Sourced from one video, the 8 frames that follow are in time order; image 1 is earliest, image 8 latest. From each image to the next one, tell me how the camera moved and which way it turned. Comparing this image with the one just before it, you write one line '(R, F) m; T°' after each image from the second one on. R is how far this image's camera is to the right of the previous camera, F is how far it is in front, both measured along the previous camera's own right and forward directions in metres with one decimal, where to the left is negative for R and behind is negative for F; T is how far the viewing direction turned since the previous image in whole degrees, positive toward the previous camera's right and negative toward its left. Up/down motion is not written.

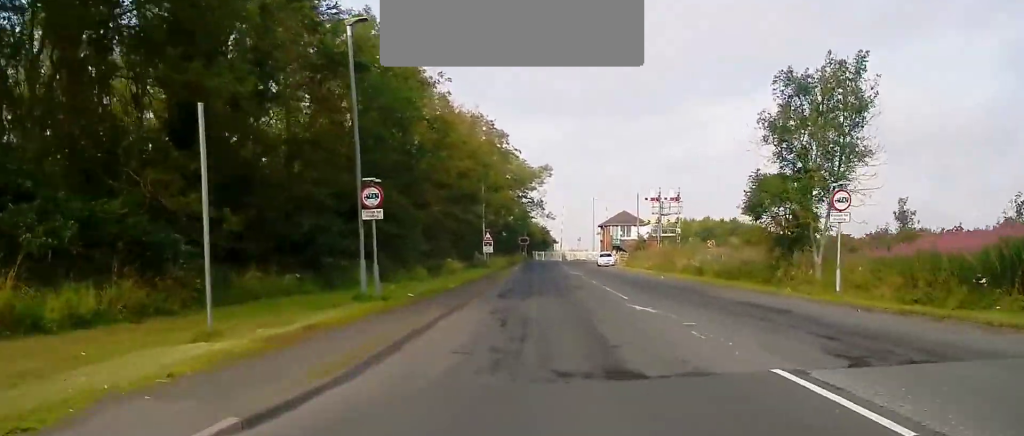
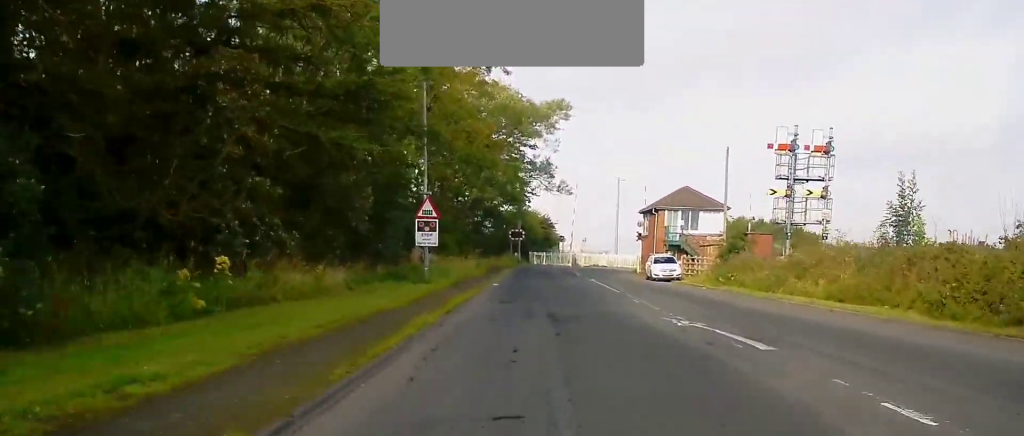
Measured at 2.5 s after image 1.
(+0.3, +38.7) m; +2°
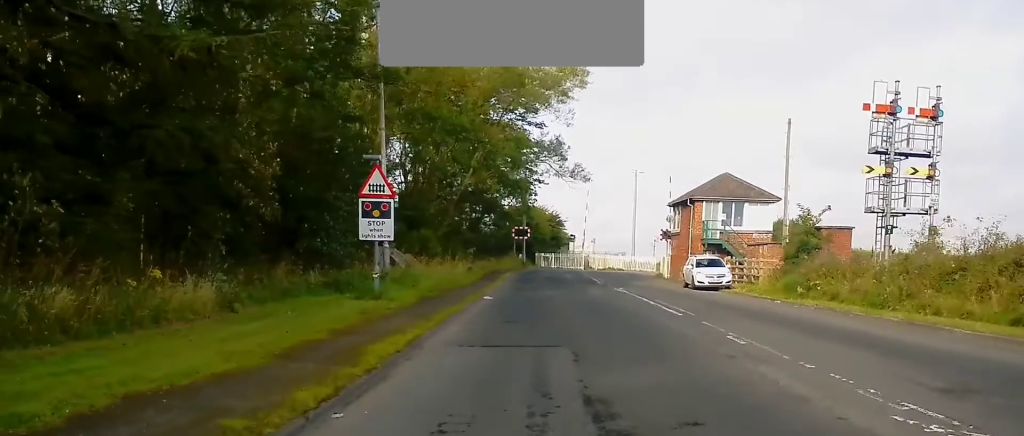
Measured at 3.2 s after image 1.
(0.0, +10.7) m; -1°
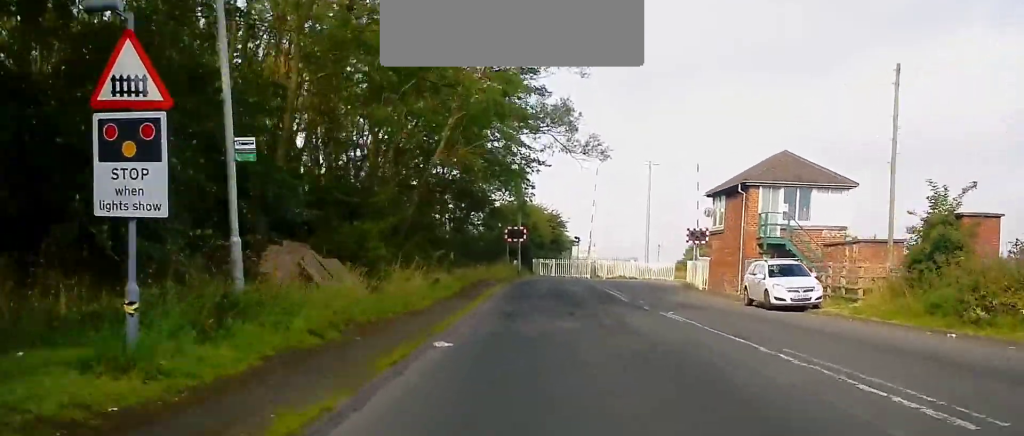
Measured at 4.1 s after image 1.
(-0.1, +12.2) m; -1°
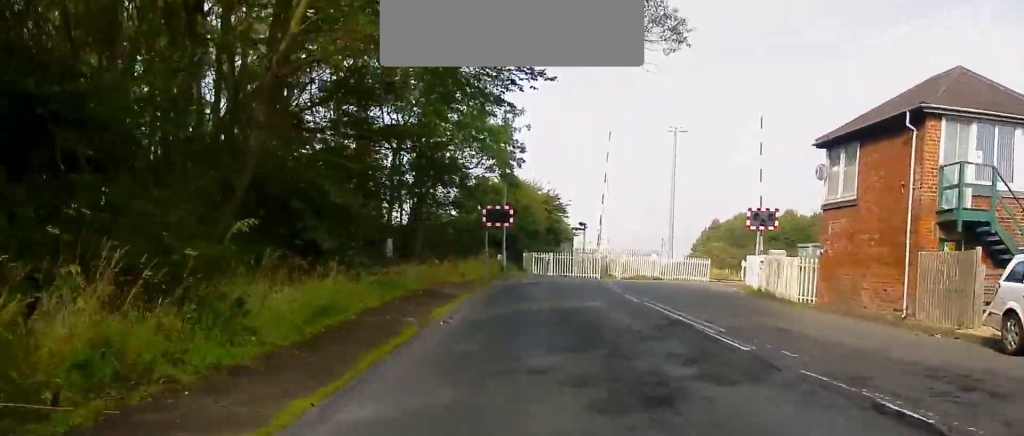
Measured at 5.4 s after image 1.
(-0.1, +16.6) m; -1°
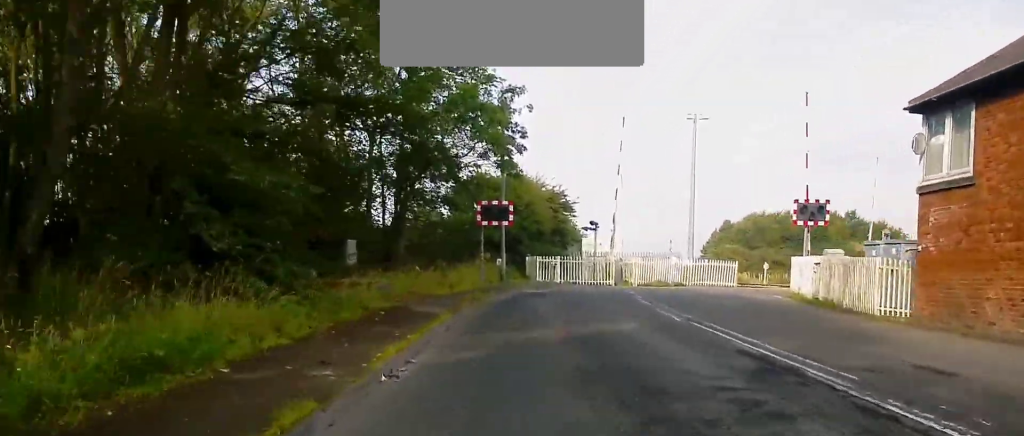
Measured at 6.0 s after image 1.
(0.0, +6.6) m; -1°
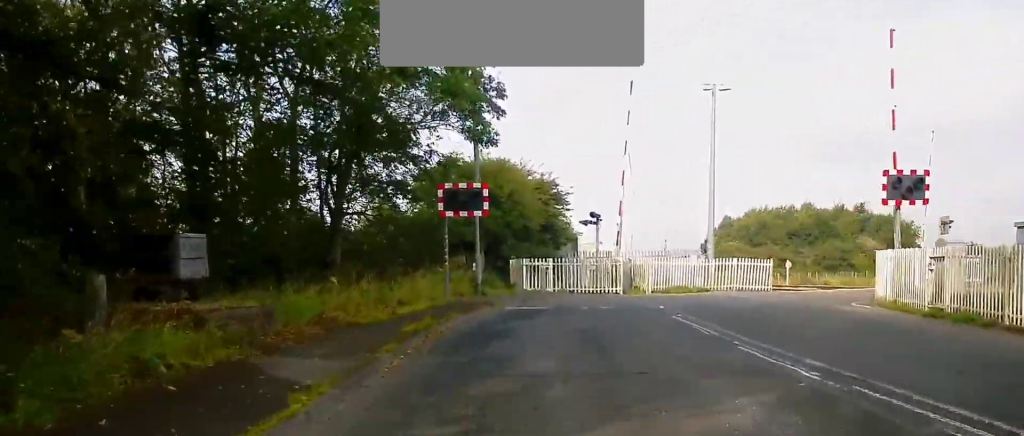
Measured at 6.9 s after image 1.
(-0.1, +9.5) m; +1°
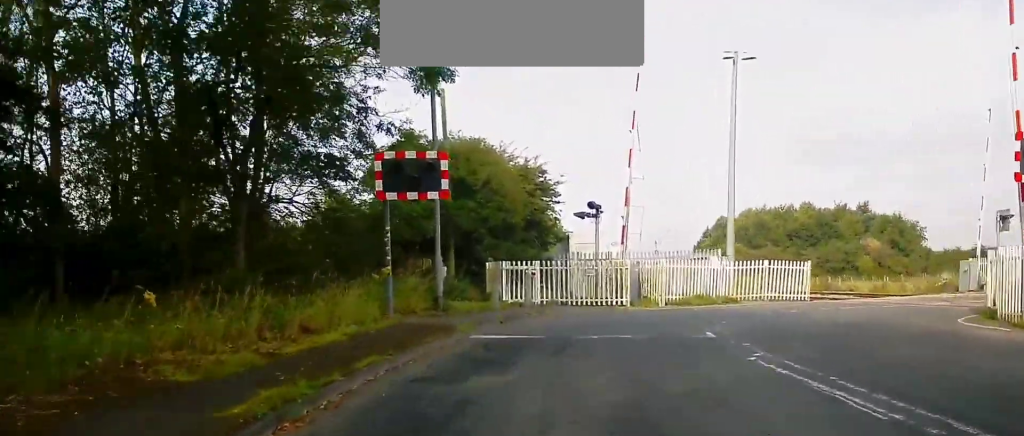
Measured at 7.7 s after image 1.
(+0.2, +7.5) m; +2°
